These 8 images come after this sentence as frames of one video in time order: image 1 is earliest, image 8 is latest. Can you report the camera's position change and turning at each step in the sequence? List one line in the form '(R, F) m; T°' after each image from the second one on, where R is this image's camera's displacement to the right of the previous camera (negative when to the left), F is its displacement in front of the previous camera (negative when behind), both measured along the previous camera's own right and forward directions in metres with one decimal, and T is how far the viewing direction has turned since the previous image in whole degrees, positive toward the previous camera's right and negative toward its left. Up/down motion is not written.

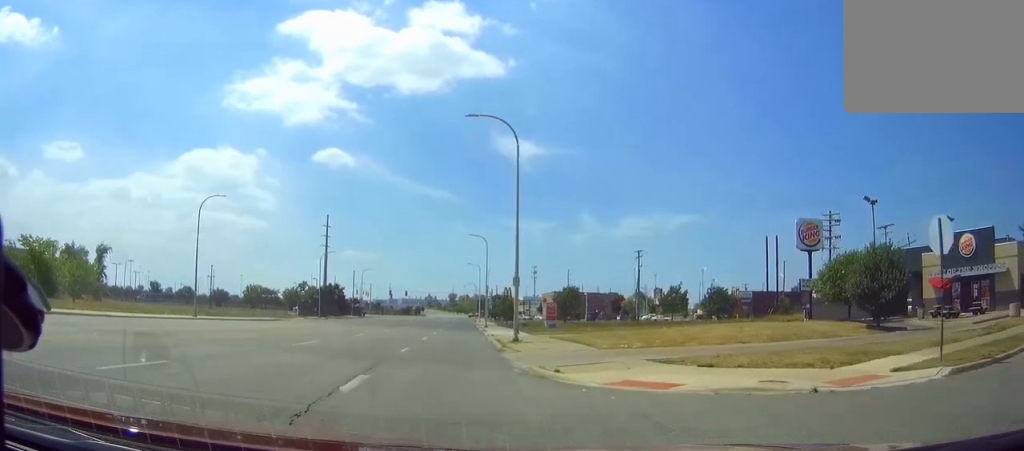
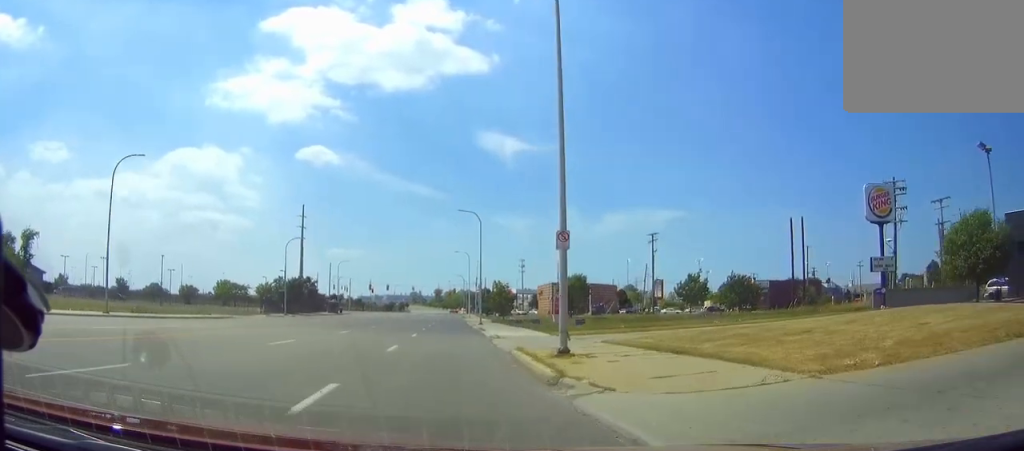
(+0.3, +15.0) m; +2°
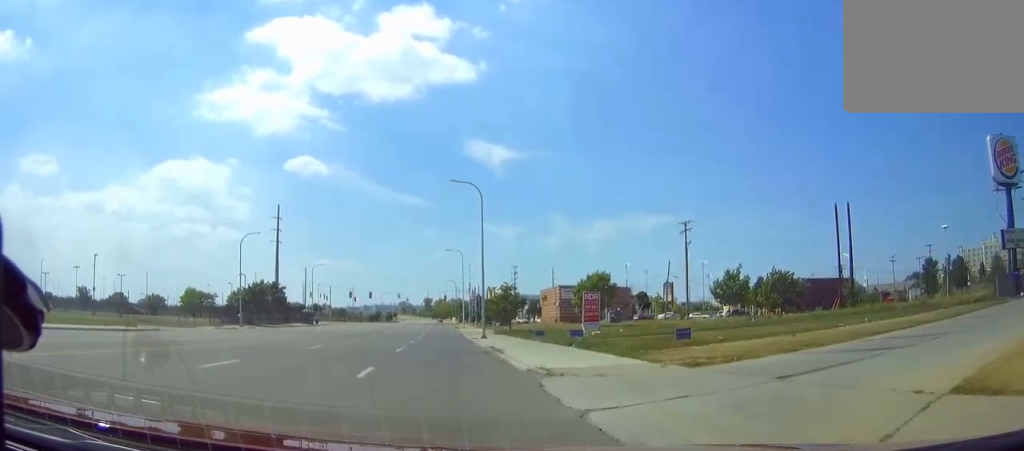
(+0.4, +17.6) m; +2°
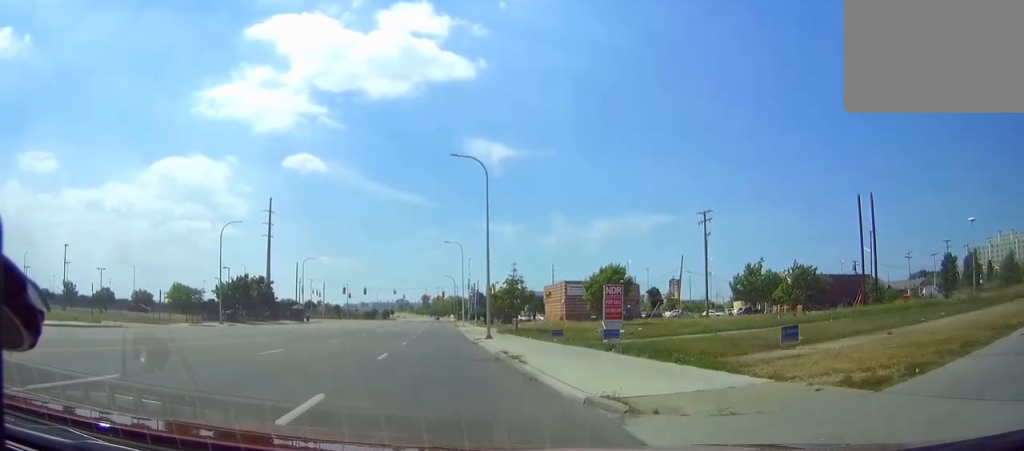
(0.0, +6.3) m; 0°
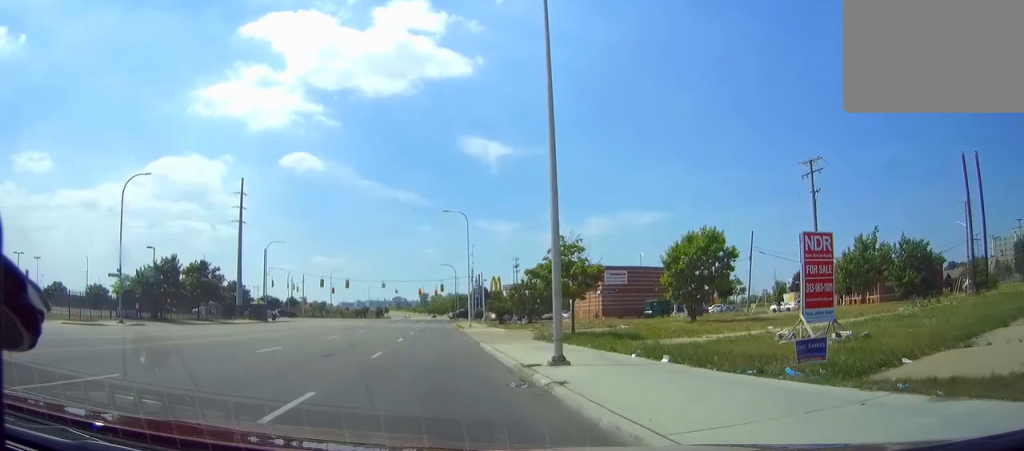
(+0.1, +23.8) m; 0°
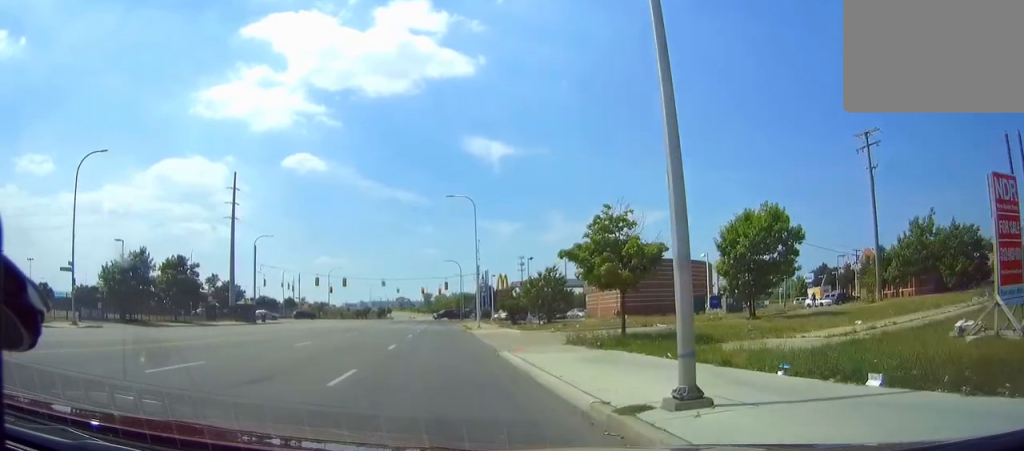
(0.0, +7.5) m; 0°
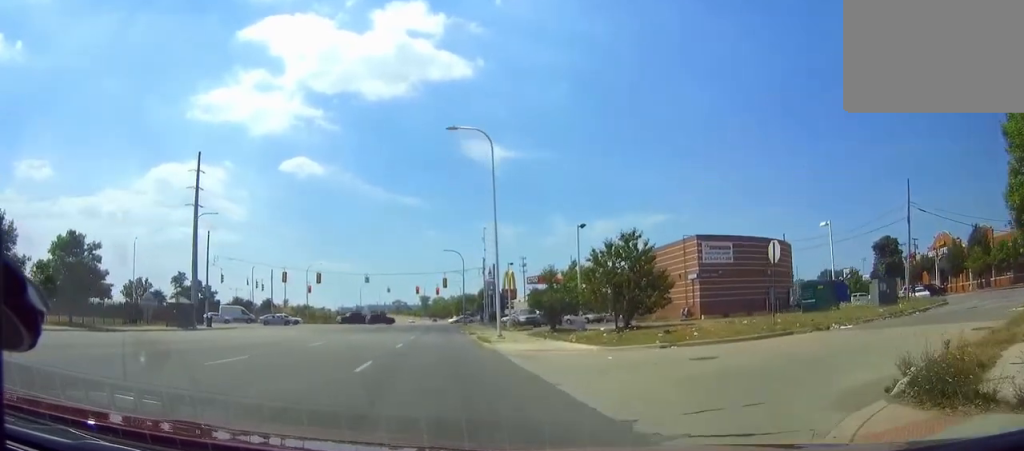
(0.0, +20.7) m; 0°
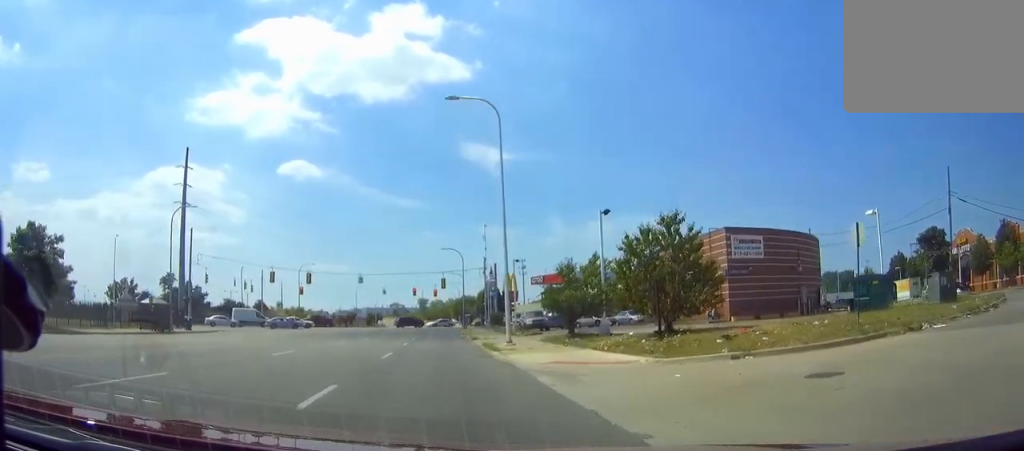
(0.0, +5.4) m; 0°
